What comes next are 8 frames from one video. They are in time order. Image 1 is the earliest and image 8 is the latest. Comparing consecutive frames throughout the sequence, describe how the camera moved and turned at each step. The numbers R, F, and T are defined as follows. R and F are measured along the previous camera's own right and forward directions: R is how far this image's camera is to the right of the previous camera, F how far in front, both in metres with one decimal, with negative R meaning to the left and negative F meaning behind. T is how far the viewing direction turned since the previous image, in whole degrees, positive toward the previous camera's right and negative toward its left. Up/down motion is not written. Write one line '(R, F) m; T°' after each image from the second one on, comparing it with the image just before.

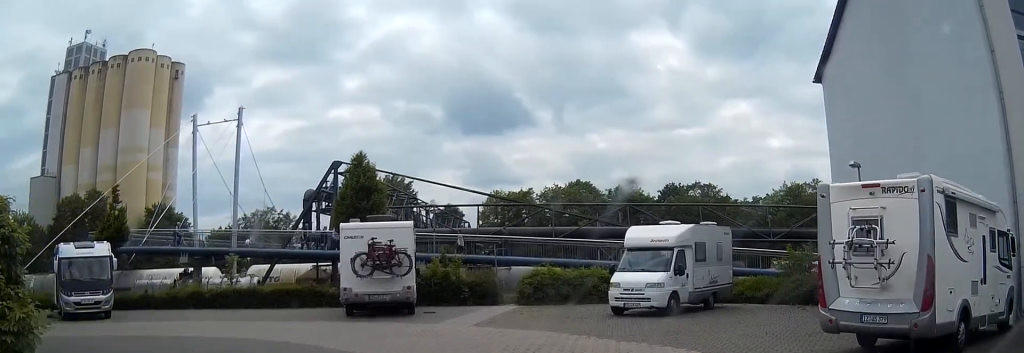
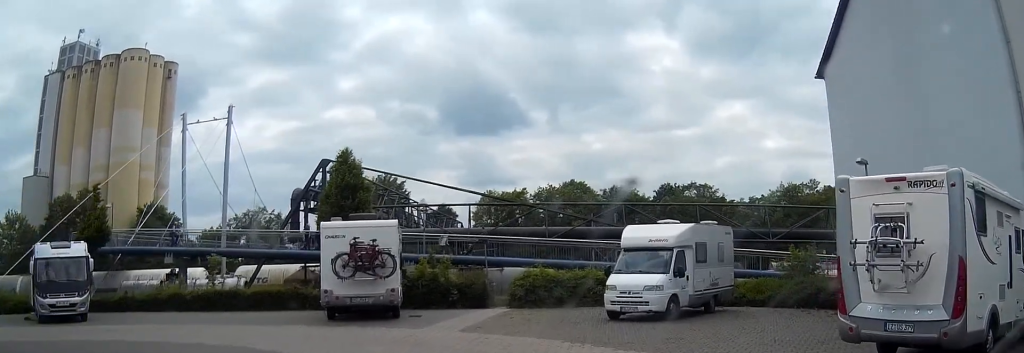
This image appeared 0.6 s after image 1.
(0.0, +1.2) m; -3°
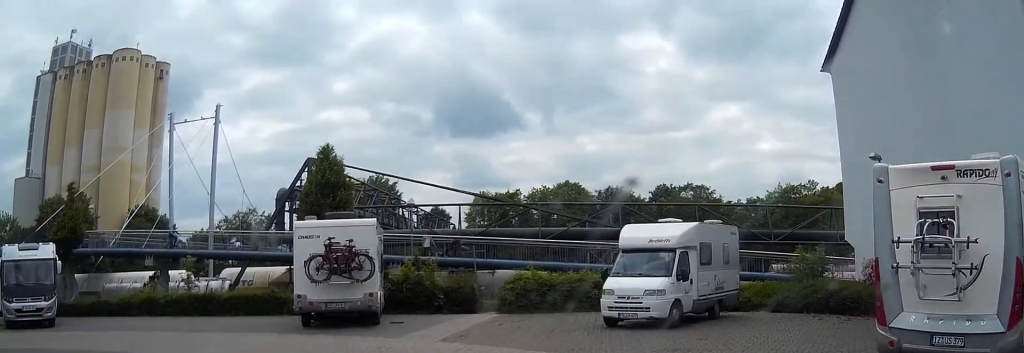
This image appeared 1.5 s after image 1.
(-0.1, +1.9) m; -2°
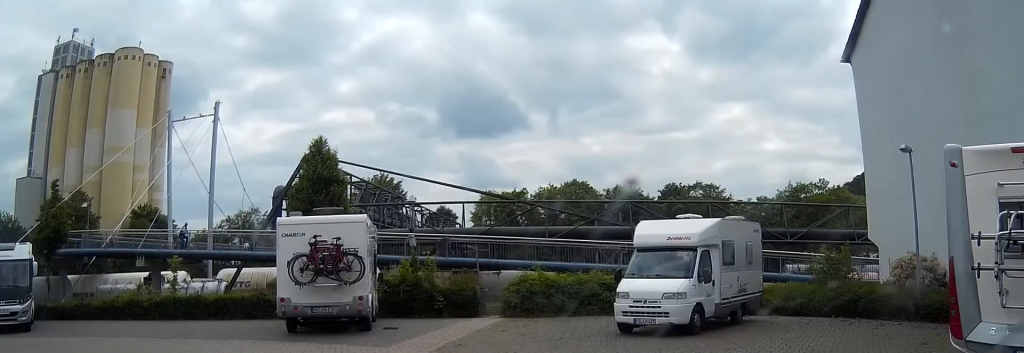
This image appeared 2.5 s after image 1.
(0.0, +2.1) m; 0°
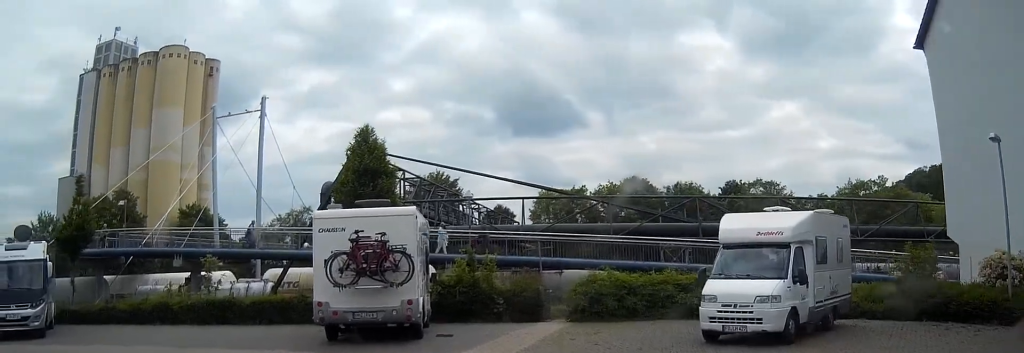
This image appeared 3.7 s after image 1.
(0.0, +2.5) m; +2°
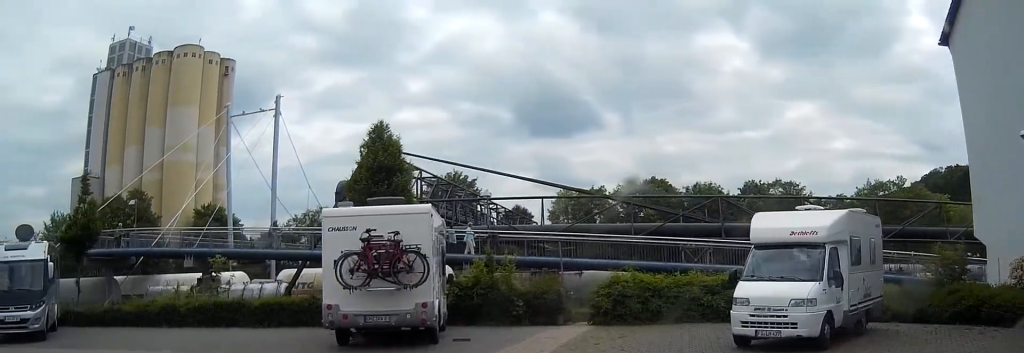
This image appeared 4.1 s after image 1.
(0.0, +1.0) m; +2°
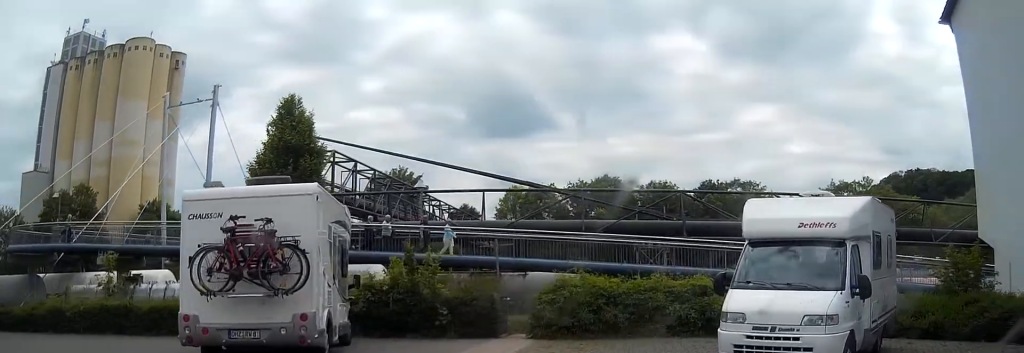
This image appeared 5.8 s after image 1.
(+0.3, +4.4) m; +7°
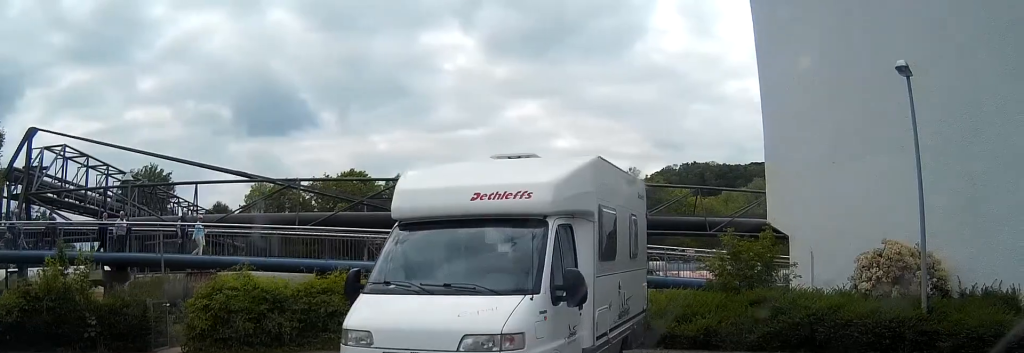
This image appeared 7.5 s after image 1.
(+0.6, +4.3) m; +19°
